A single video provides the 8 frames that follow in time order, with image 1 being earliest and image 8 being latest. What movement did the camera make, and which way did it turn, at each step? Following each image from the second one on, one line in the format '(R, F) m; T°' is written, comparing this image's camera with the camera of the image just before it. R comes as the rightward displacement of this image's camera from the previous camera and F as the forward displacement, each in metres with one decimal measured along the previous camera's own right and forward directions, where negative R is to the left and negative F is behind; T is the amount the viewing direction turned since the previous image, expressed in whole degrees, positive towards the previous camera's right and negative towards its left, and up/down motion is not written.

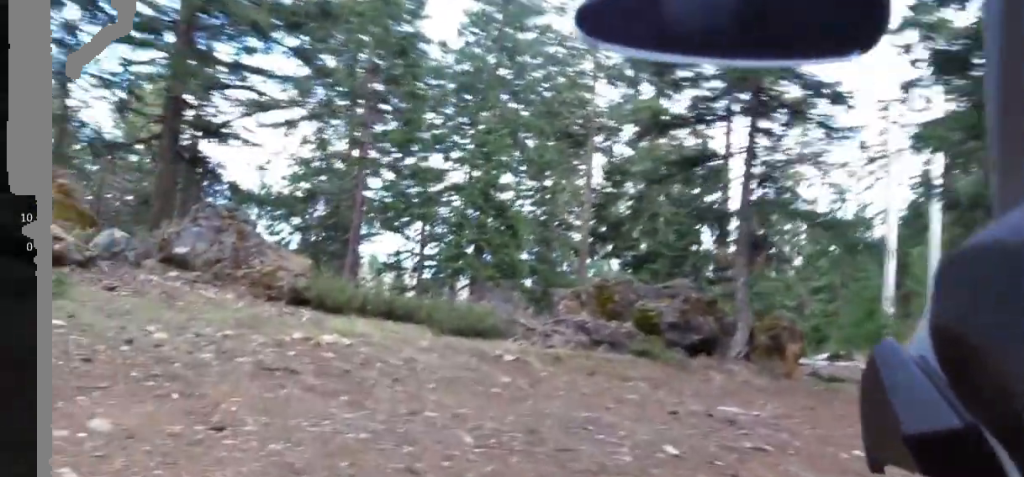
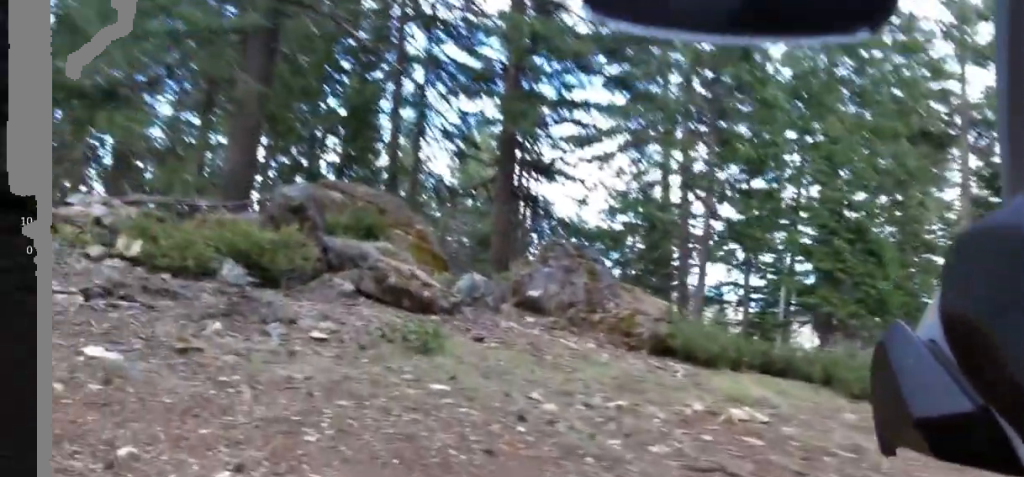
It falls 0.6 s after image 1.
(-0.3, +2.1) m; +1°
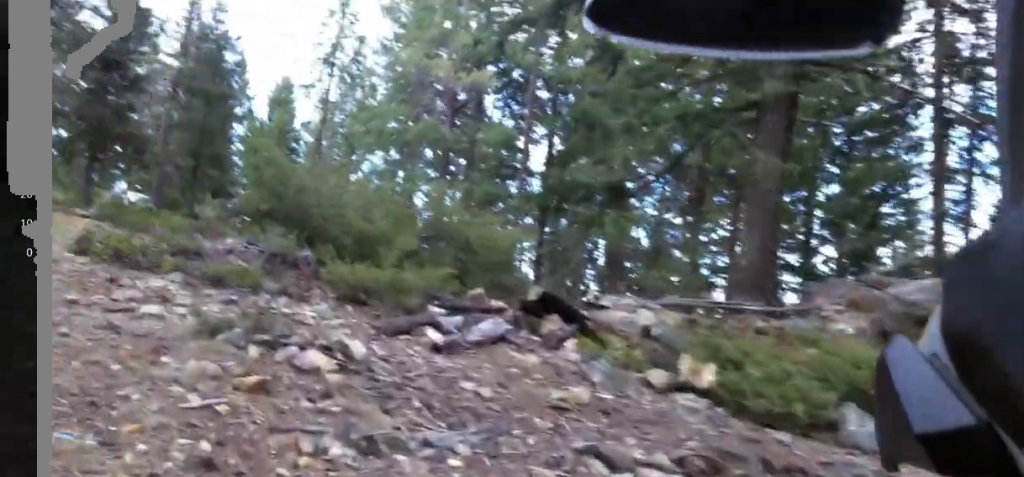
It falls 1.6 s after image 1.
(+0.8, +4.1) m; +5°
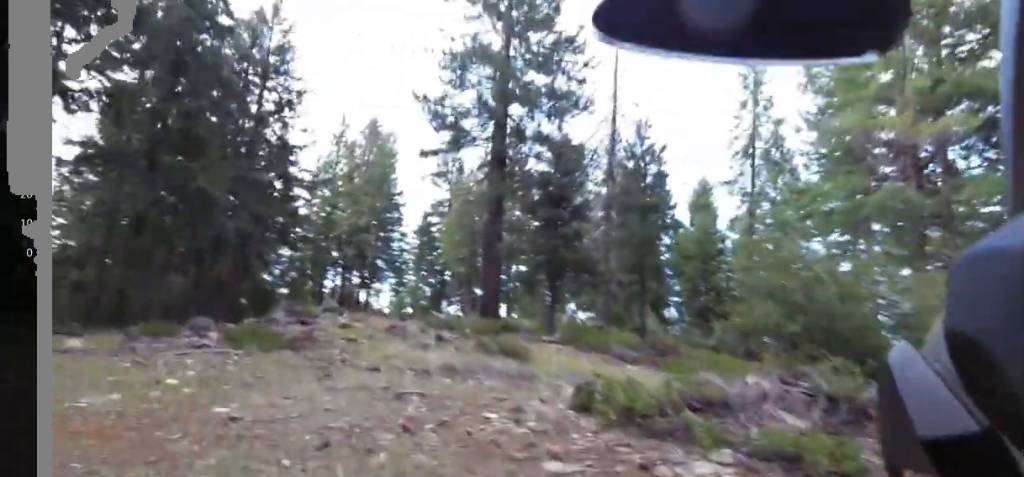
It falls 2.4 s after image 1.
(-0.4, +3.7) m; 0°
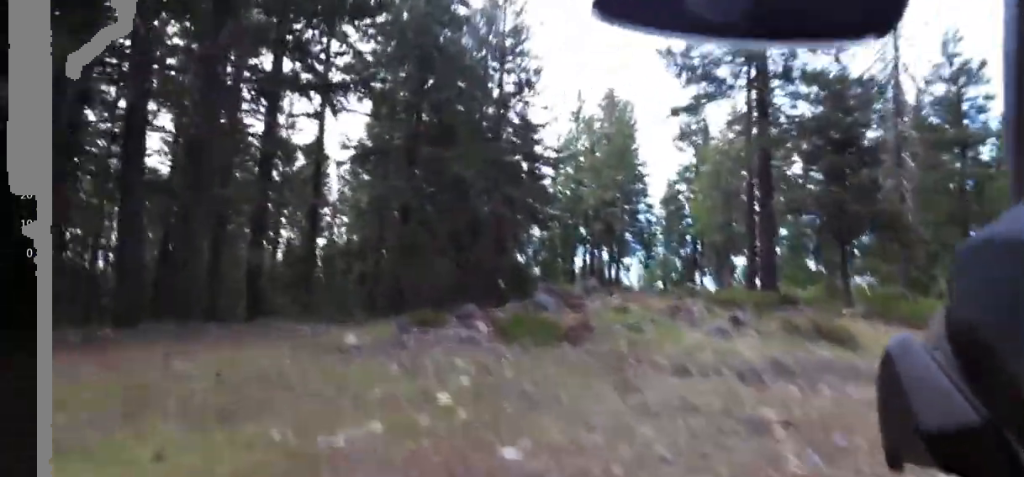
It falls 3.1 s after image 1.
(+0.3, +3.2) m; +1°
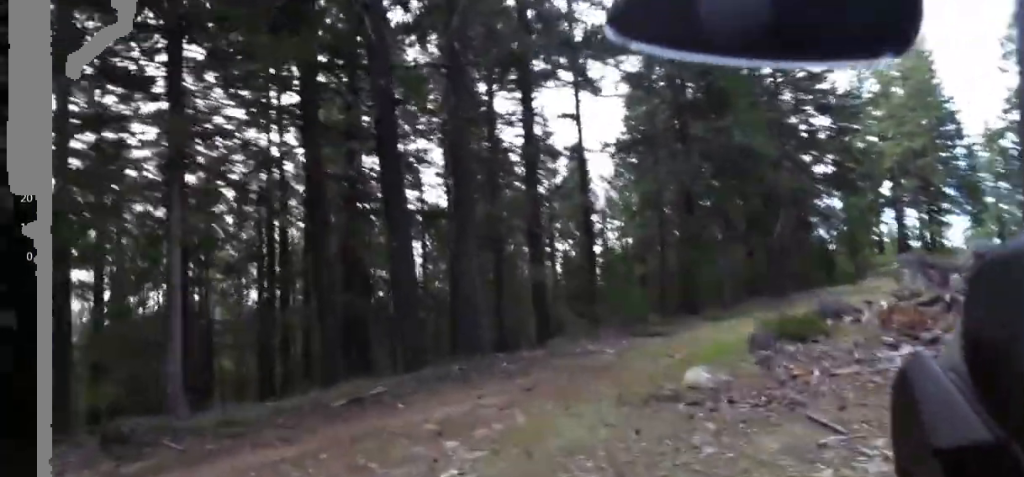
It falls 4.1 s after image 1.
(0.0, +5.5) m; +9°
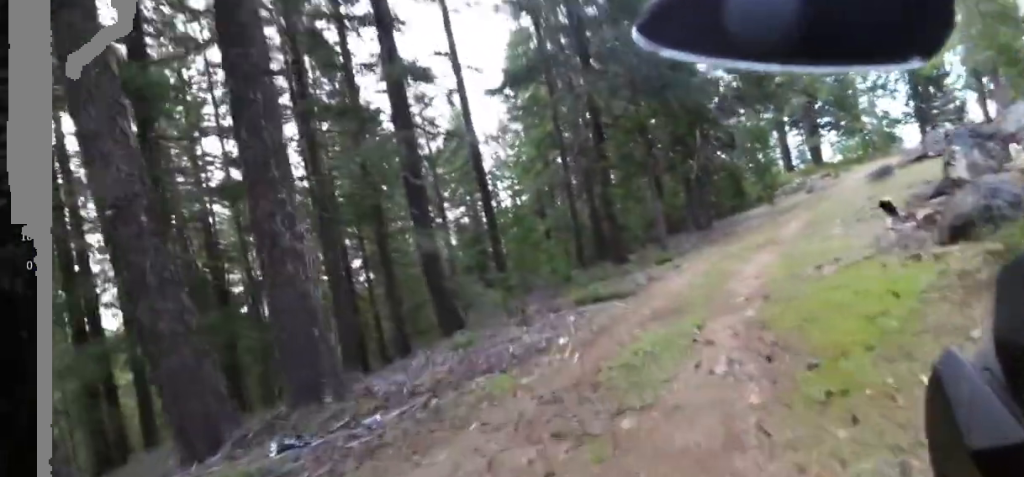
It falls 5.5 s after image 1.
(+2.0, +8.6) m; +13°
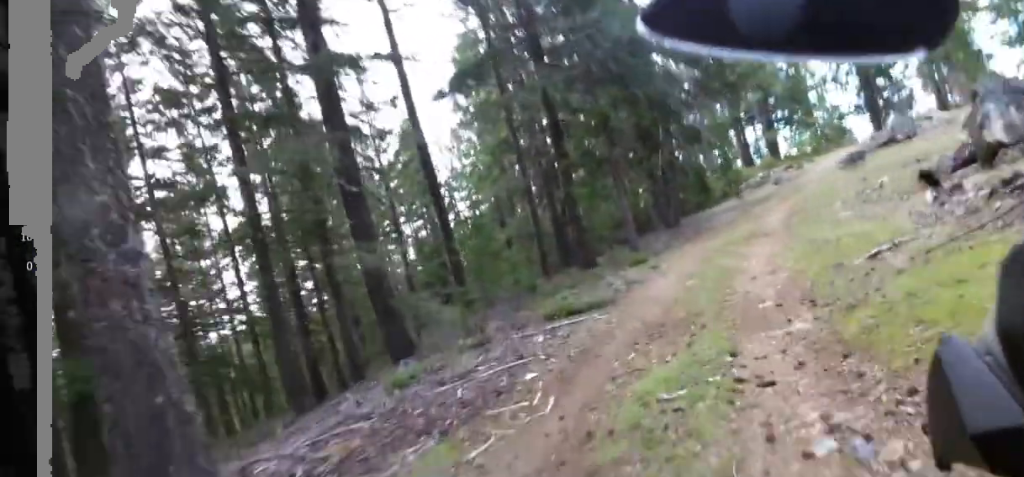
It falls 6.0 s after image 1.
(-0.5, +3.1) m; -4°
